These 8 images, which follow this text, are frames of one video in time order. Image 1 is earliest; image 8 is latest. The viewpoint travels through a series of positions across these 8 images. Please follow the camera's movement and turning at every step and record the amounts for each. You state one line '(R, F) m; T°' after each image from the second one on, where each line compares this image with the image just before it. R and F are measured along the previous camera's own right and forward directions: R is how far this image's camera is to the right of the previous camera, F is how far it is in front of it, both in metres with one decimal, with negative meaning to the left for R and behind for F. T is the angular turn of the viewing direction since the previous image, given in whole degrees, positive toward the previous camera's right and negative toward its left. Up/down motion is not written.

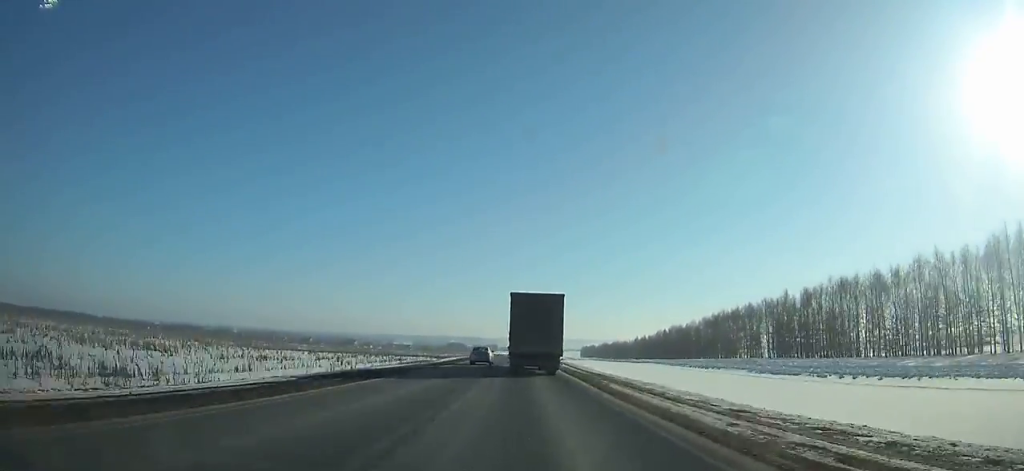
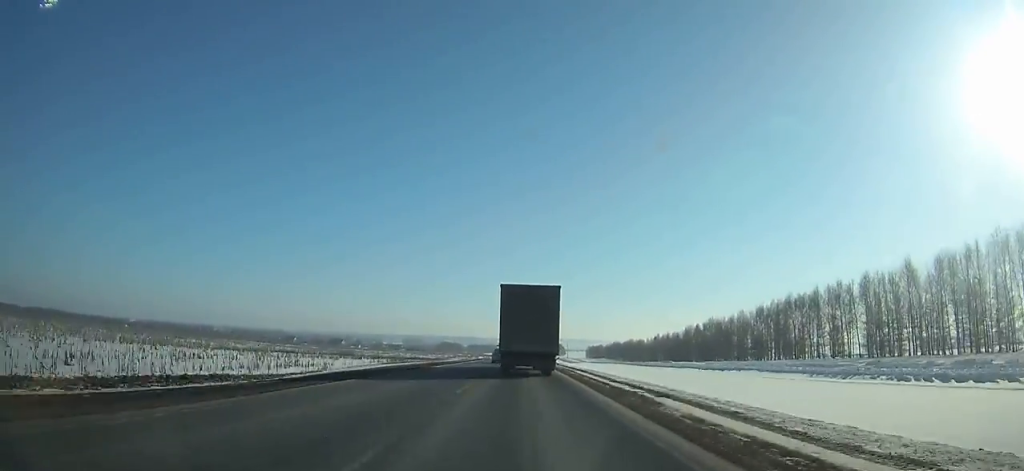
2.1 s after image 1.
(0.0, +47.5) m; 0°
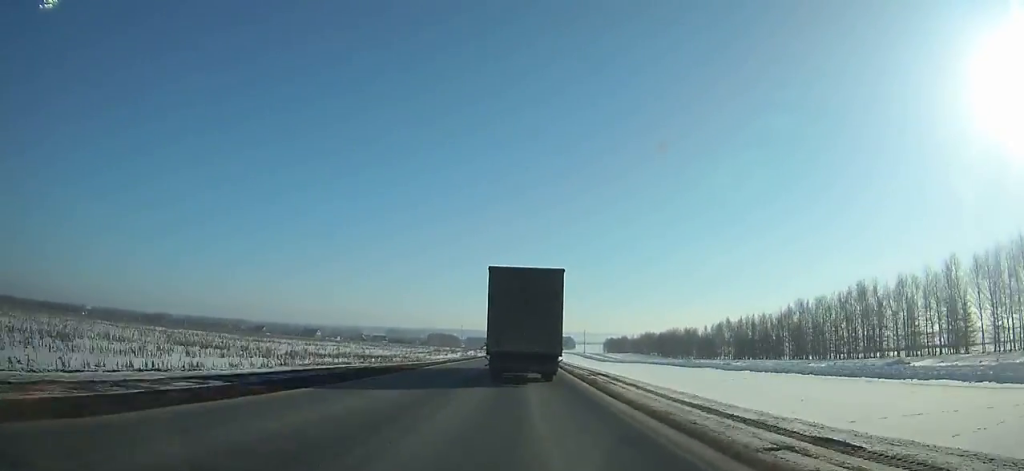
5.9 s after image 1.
(-0.7, +88.6) m; -1°
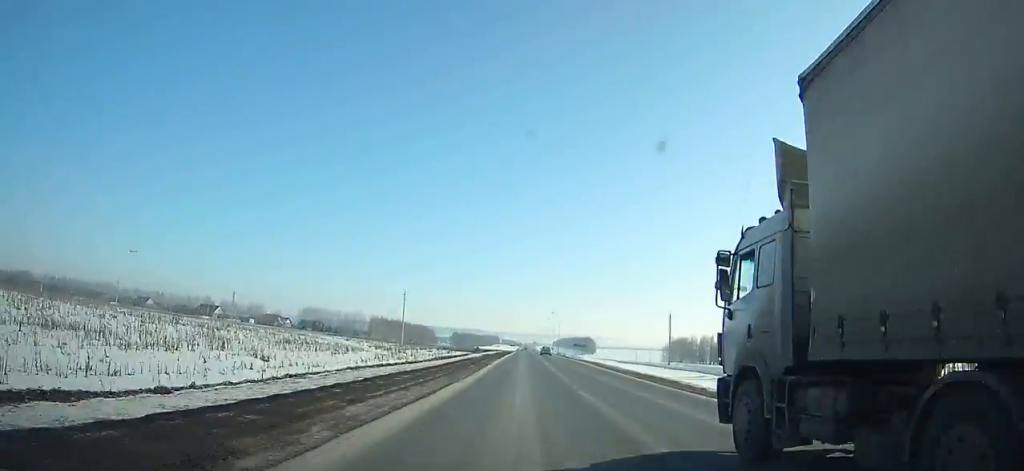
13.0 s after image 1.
(-0.2, +186.2) m; +1°
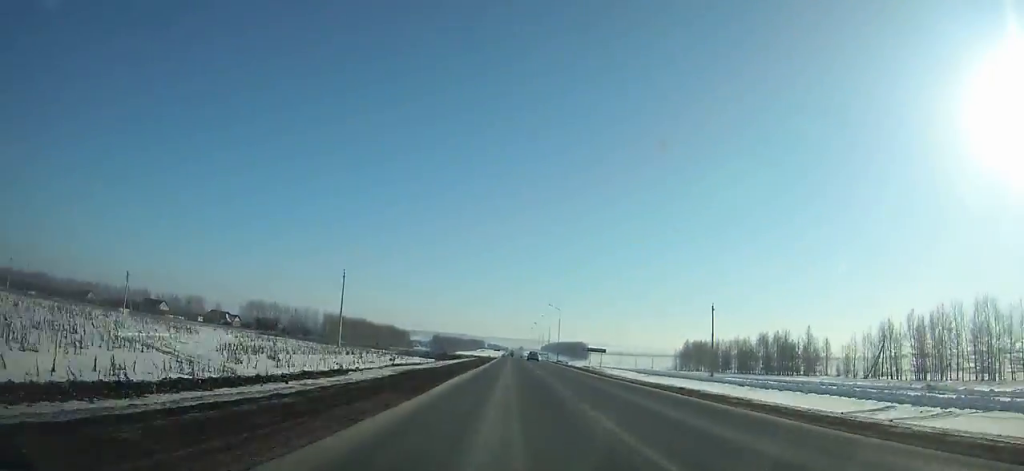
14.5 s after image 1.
(+0.4, +41.9) m; +1°
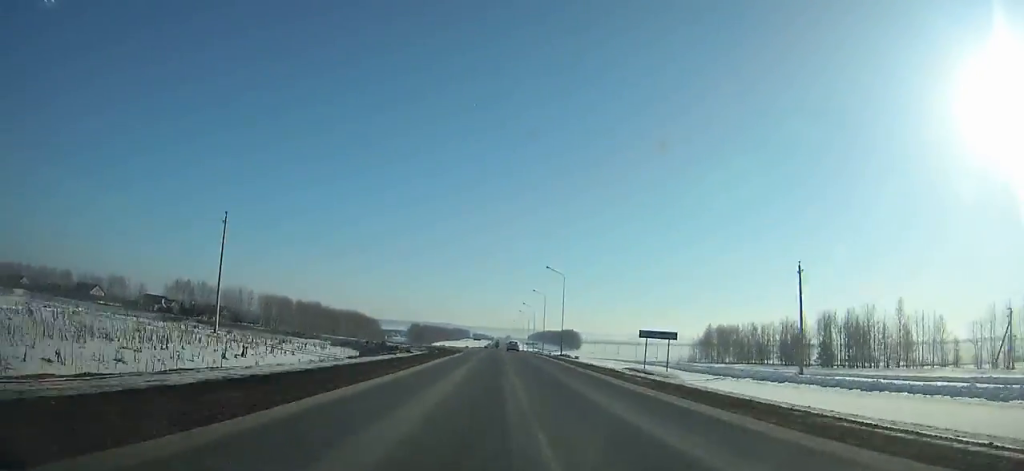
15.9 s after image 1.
(+0.2, +38.9) m; 0°
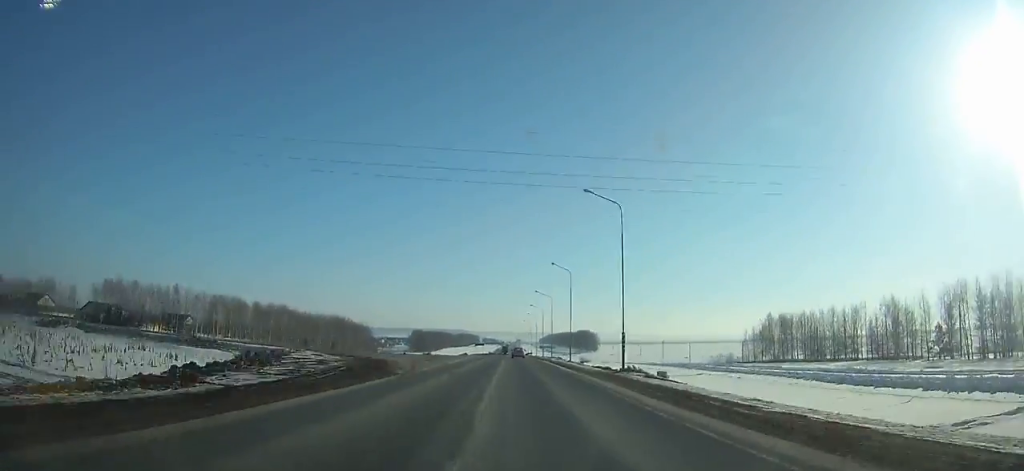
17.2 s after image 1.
(+0.2, +36.1) m; 0°
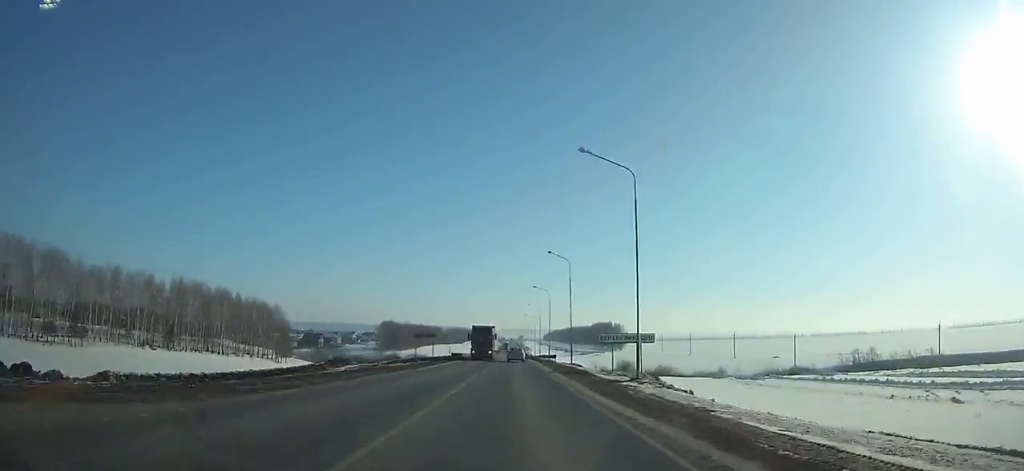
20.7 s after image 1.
(-0.4, +93.6) m; -1°
